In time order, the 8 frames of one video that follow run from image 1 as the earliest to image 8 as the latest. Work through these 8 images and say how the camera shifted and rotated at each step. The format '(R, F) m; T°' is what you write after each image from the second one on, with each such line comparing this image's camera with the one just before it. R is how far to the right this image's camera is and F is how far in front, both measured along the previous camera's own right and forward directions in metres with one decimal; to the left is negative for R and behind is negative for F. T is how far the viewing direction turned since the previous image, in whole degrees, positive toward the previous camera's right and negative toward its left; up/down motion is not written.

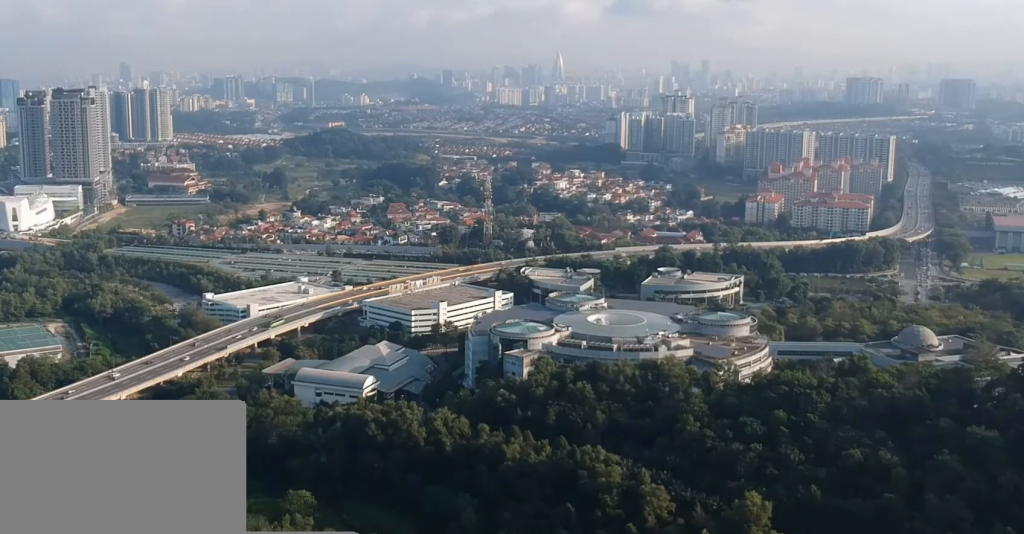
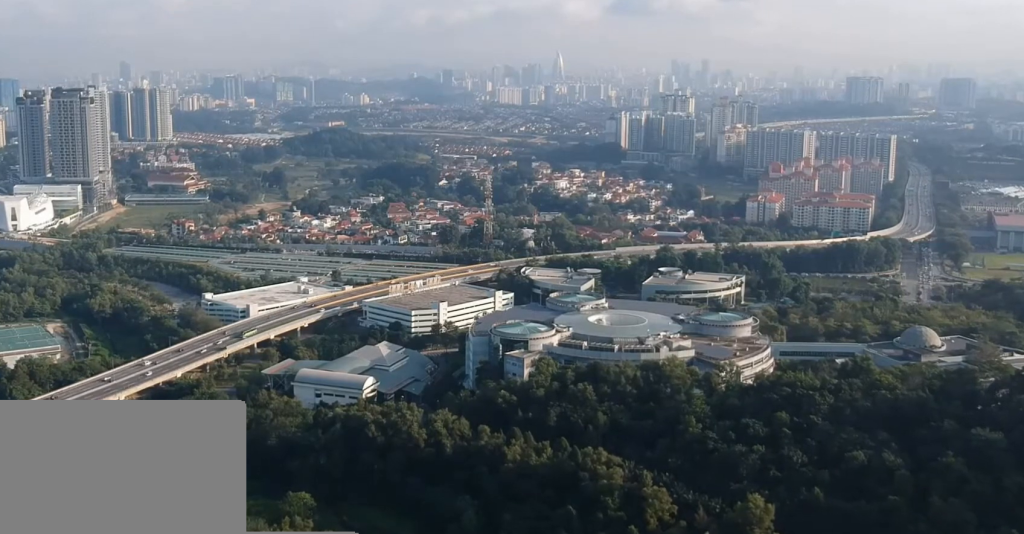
(0.0, +2.5) m; +2°
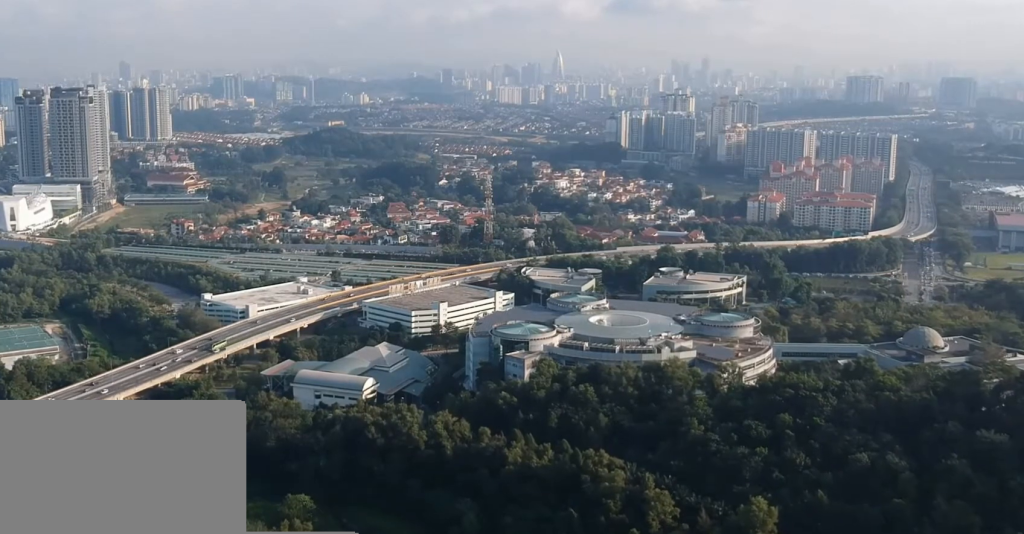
(+0.1, +2.6) m; +1°
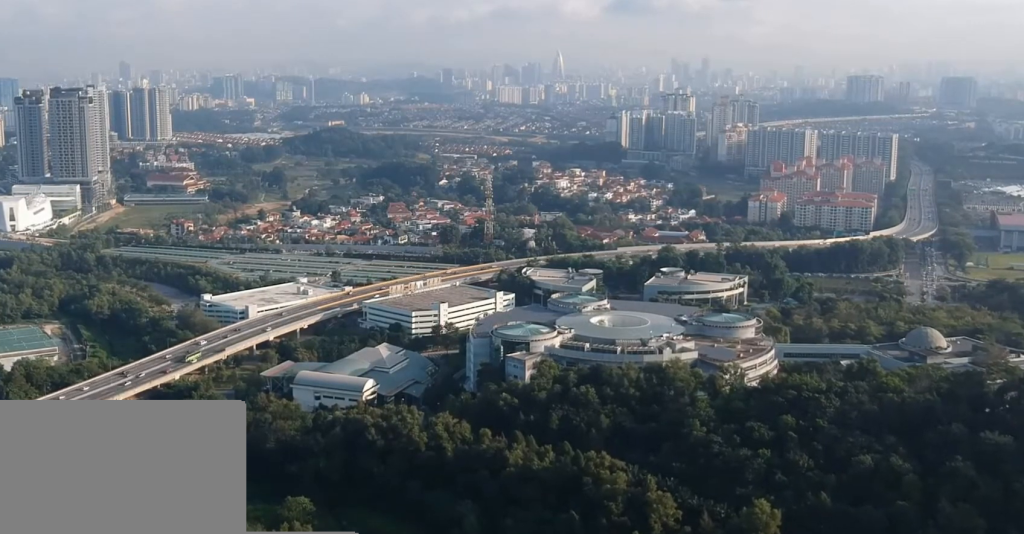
(0.0, +2.2) m; -2°
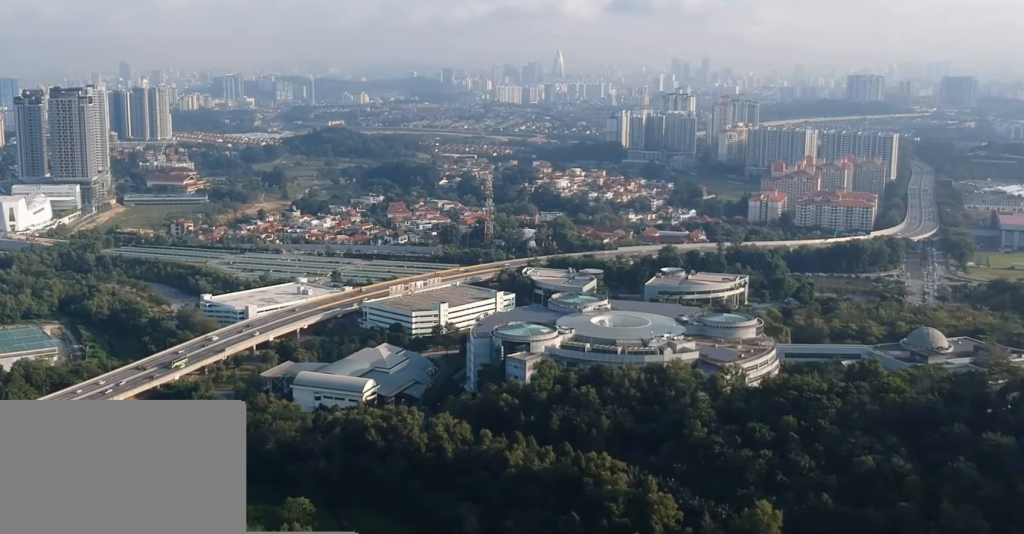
(0.0, +1.1) m; -1°
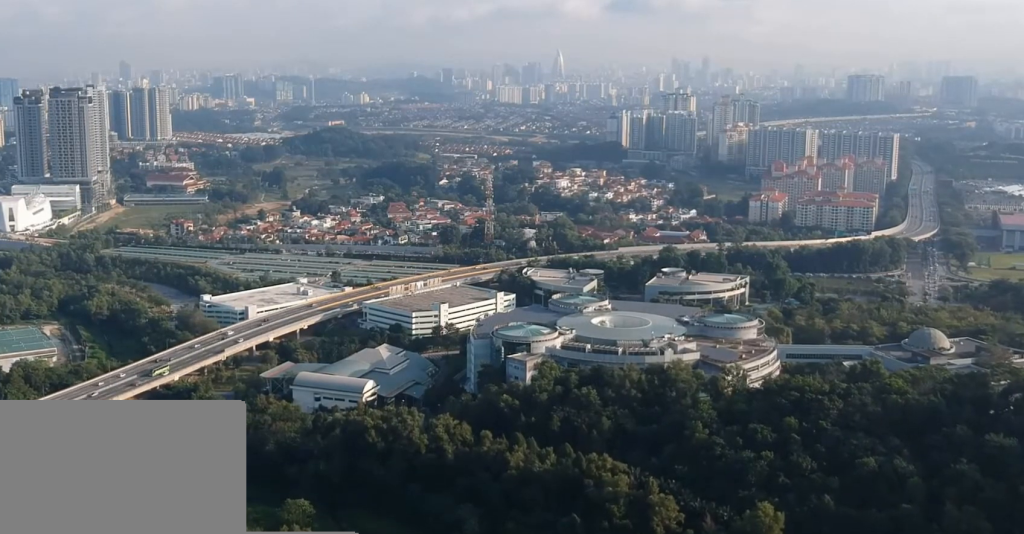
(0.0, +1.4) m; 0°
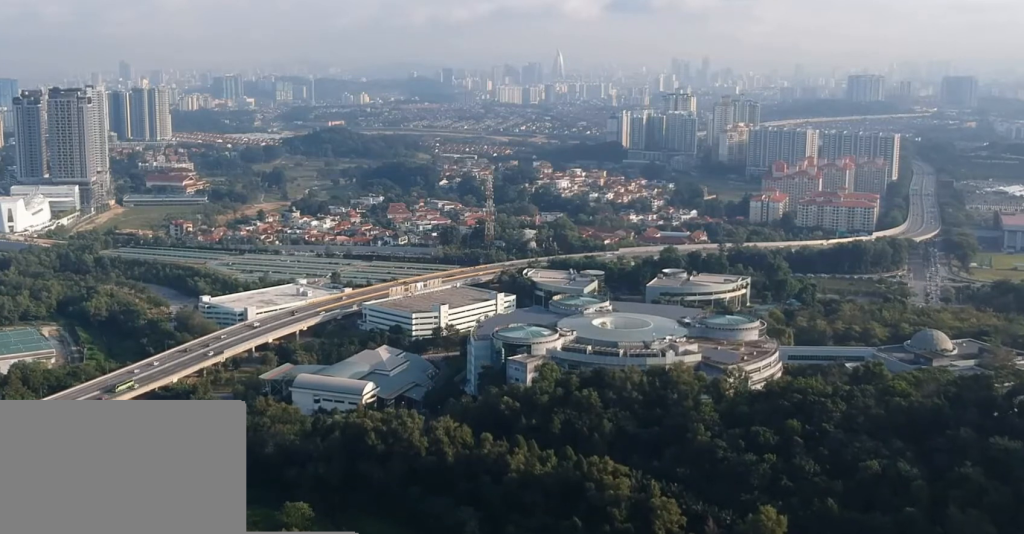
(0.0, +2.5) m; 0°
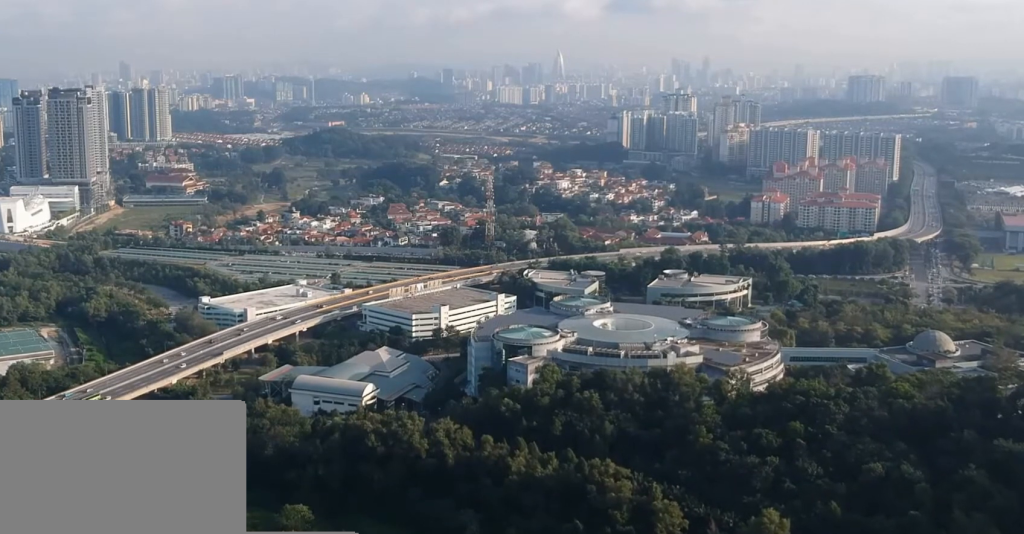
(0.0, +2.2) m; 0°
